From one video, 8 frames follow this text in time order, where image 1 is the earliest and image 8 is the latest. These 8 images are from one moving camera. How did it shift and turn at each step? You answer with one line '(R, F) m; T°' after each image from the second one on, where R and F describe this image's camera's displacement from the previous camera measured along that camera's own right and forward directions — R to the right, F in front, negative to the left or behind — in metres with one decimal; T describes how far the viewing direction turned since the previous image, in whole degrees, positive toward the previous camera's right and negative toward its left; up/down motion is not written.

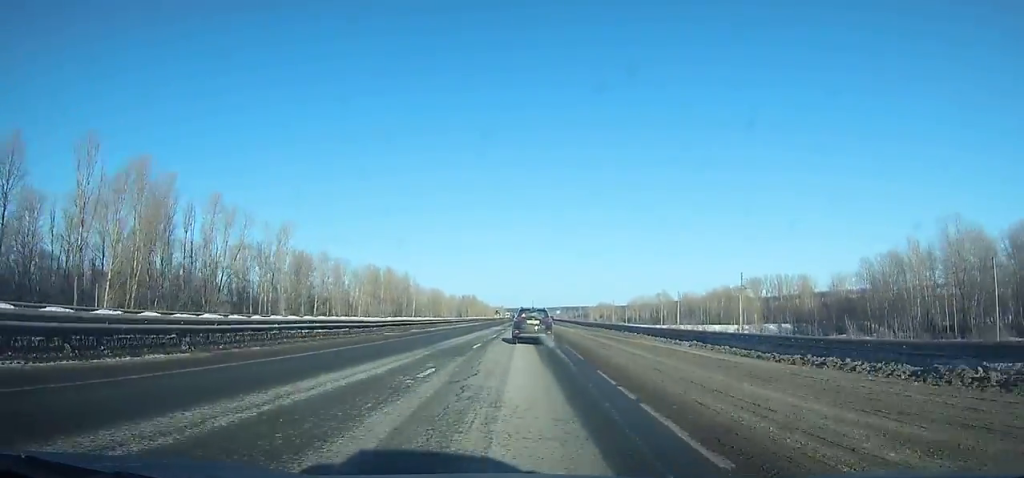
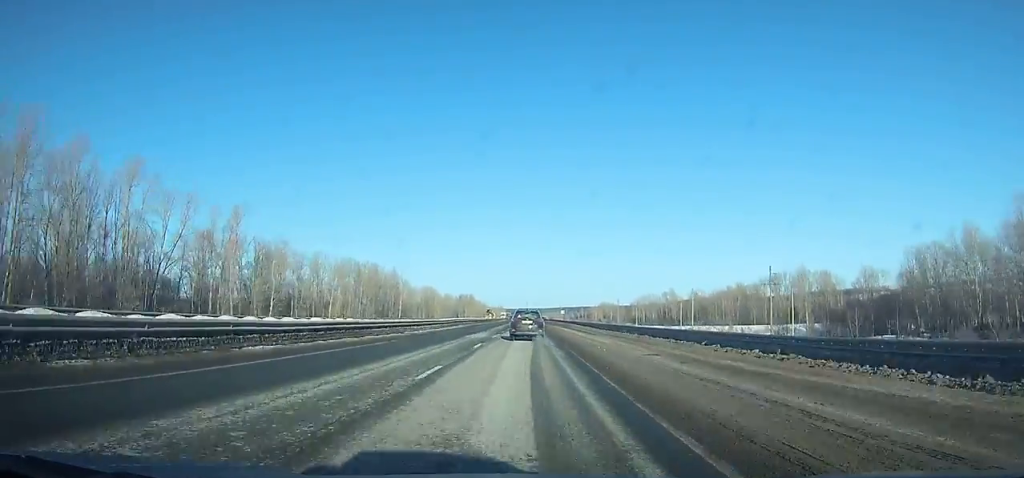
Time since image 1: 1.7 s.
(+0.1, +22.6) m; 0°
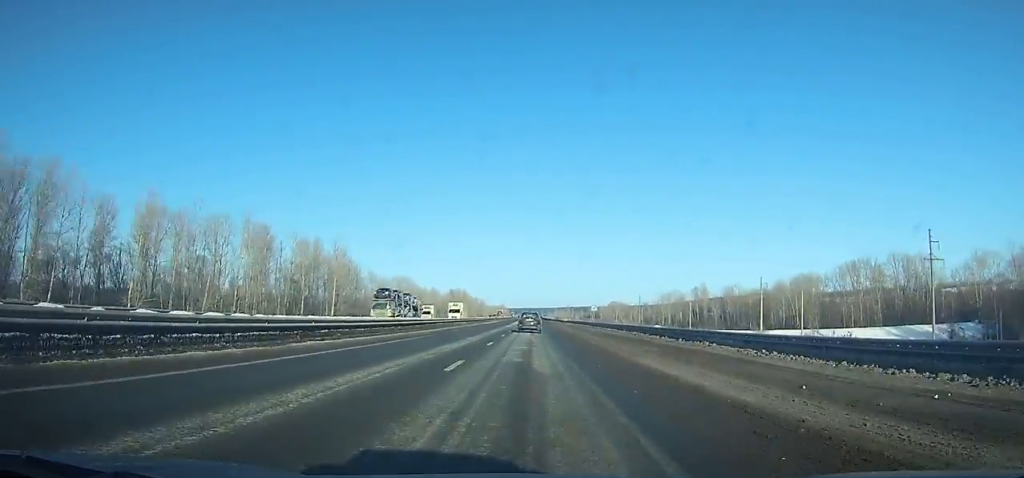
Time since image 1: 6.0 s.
(+0.2, +67.0) m; 0°
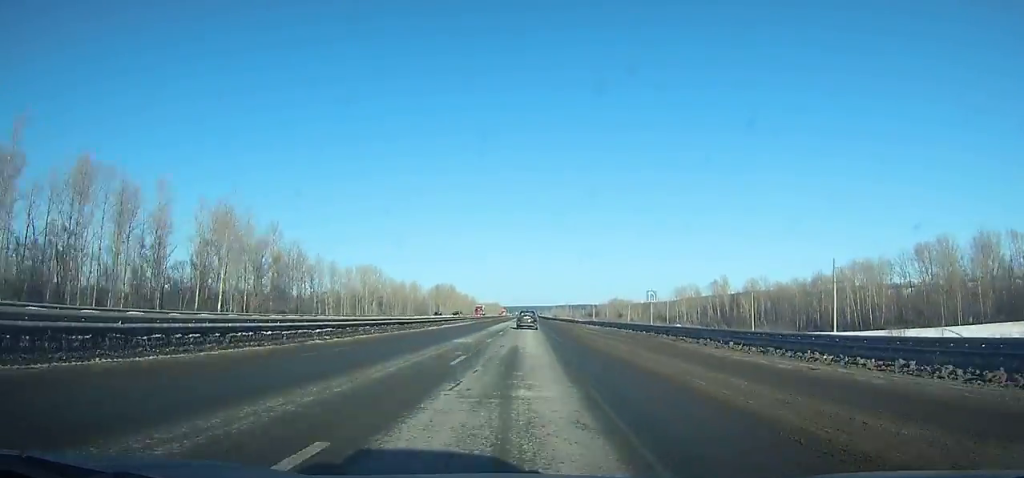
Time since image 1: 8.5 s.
(+0.2, +46.2) m; 0°
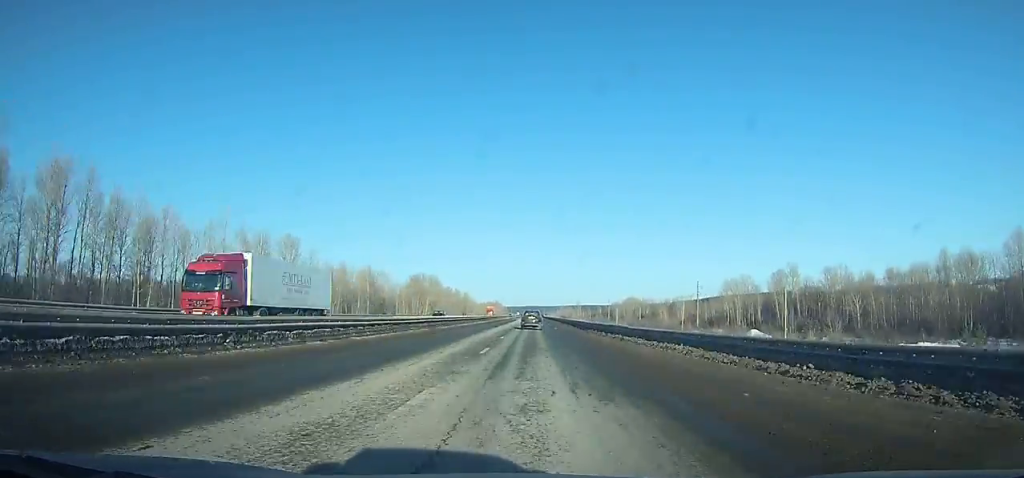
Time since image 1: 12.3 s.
(-0.2, +76.7) m; 0°
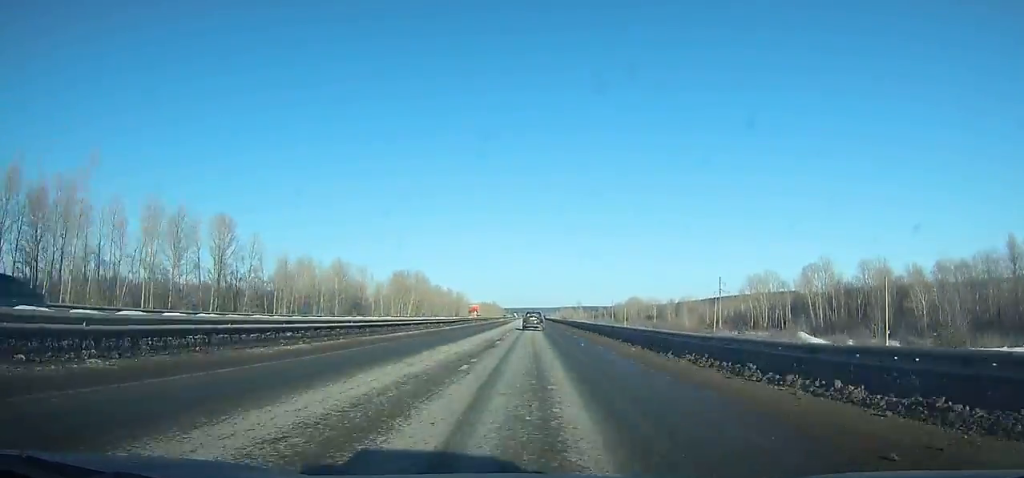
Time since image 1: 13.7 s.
(0.0, +30.6) m; 0°
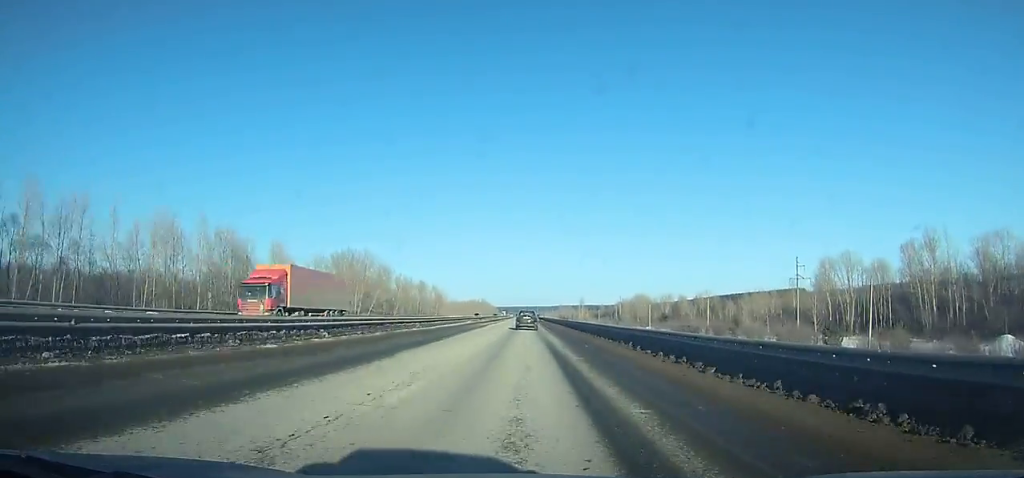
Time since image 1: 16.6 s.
(+0.2, +64.7) m; 0°
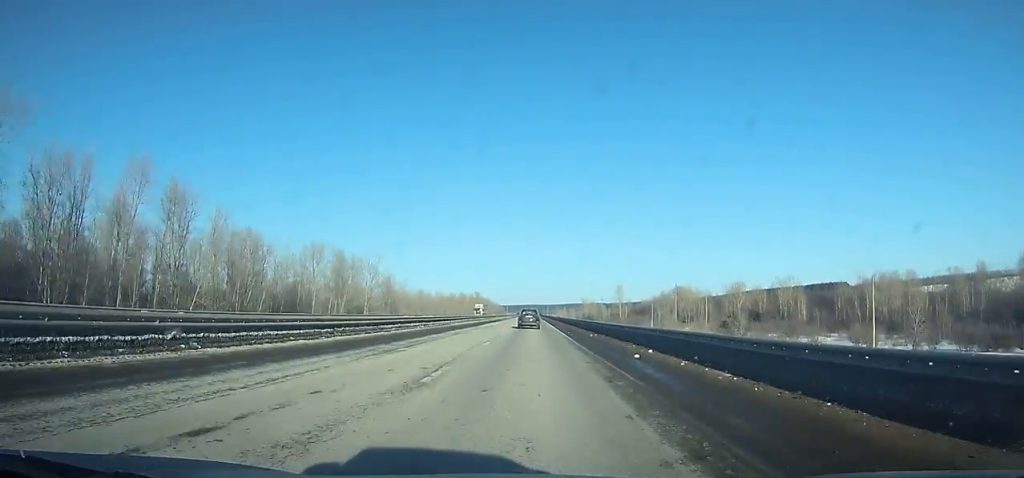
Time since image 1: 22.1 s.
(0.0, +128.4) m; 0°
